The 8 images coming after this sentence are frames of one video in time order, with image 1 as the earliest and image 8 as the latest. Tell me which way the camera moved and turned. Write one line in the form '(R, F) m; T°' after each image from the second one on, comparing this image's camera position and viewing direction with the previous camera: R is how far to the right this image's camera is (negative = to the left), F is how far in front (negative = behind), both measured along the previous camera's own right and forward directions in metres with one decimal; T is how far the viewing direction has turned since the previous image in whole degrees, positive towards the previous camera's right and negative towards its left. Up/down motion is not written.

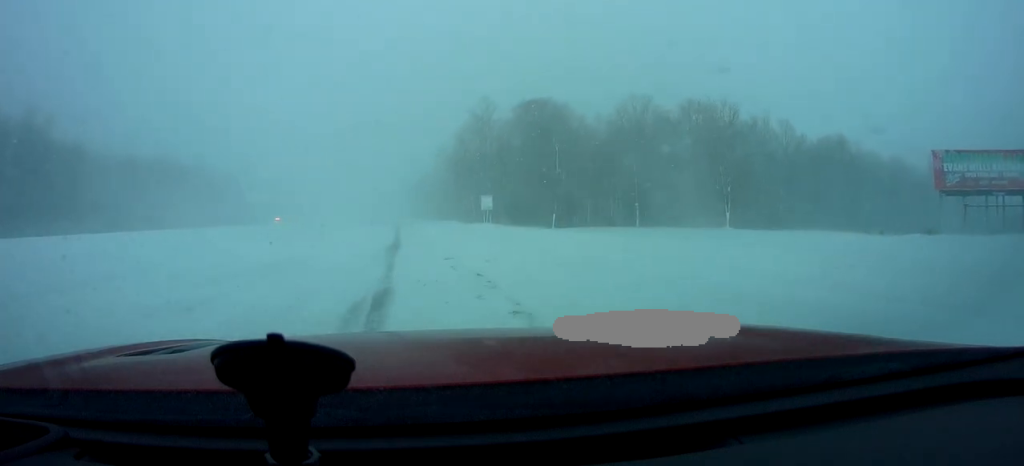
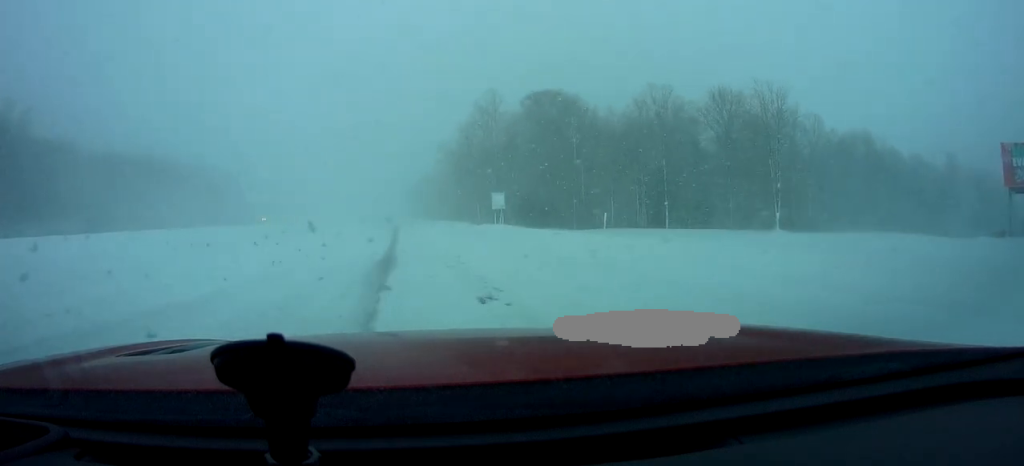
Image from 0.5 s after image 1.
(0.0, +6.1) m; 0°
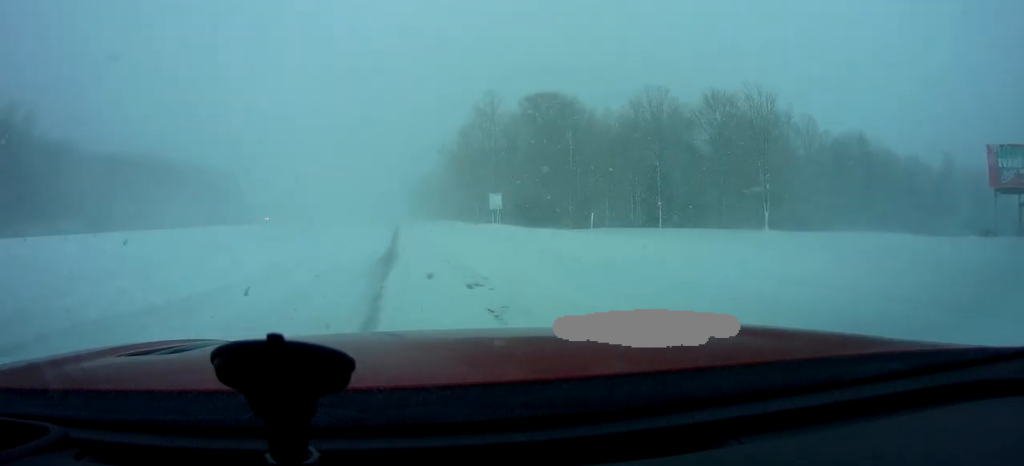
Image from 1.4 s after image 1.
(0.0, +11.0) m; 0°
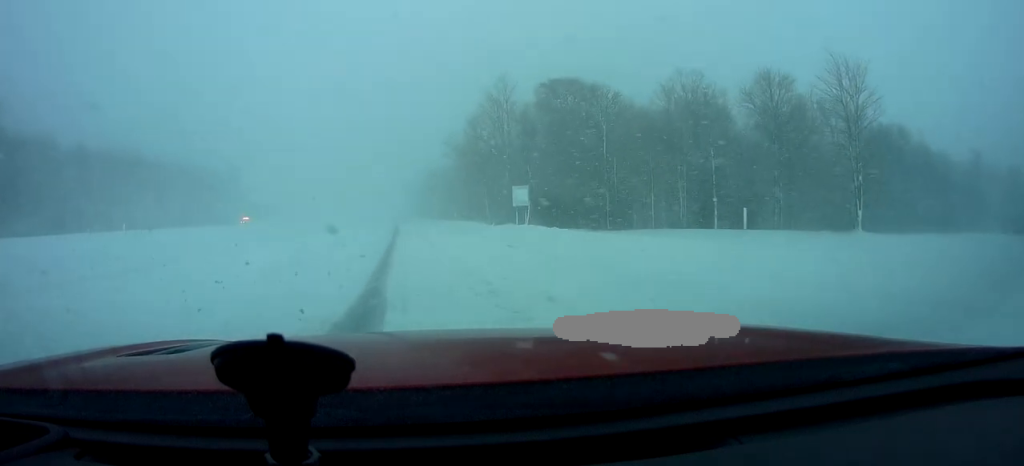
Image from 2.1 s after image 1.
(0.0, +9.1) m; 0°
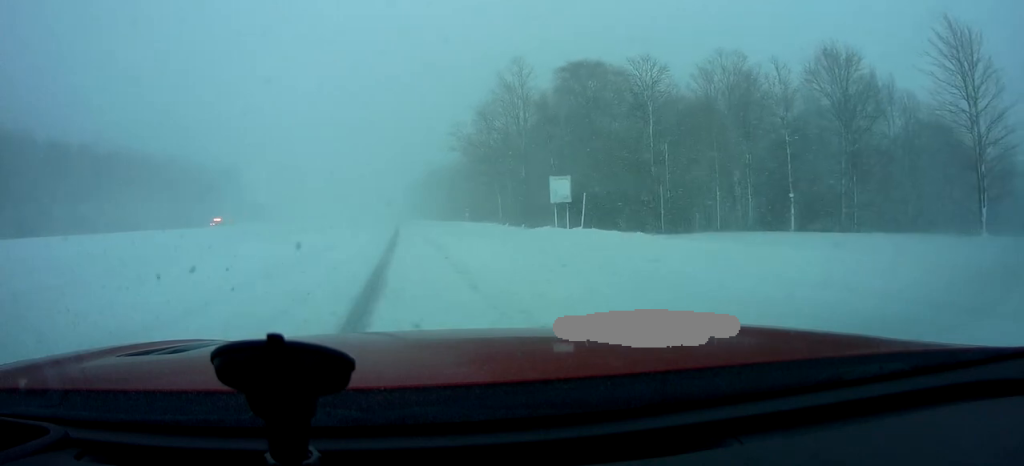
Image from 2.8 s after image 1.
(0.0, +9.1) m; 0°
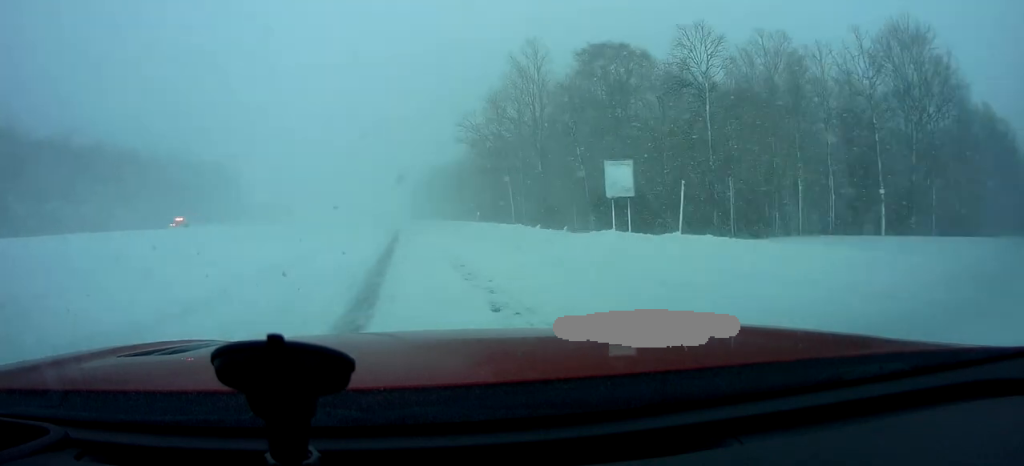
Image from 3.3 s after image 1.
(+0.1, +8.2) m; -1°
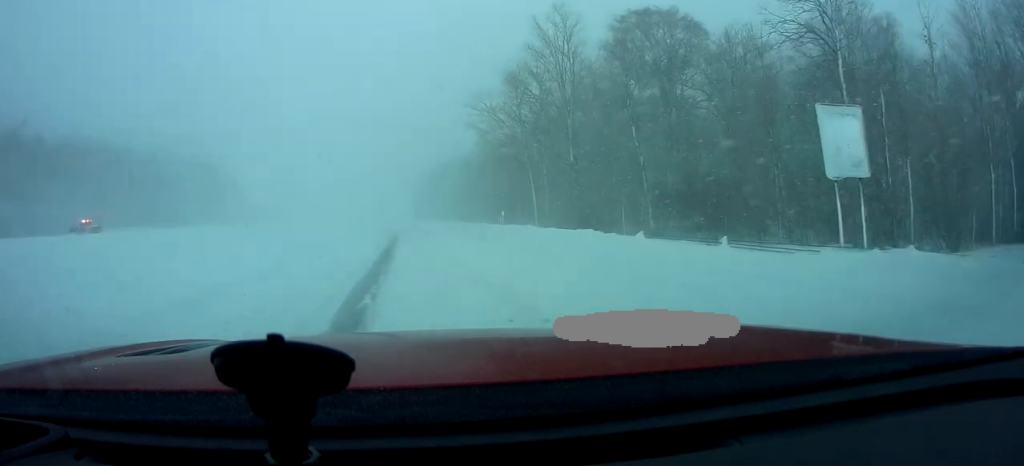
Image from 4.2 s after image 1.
(-0.2, +12.4) m; -1°
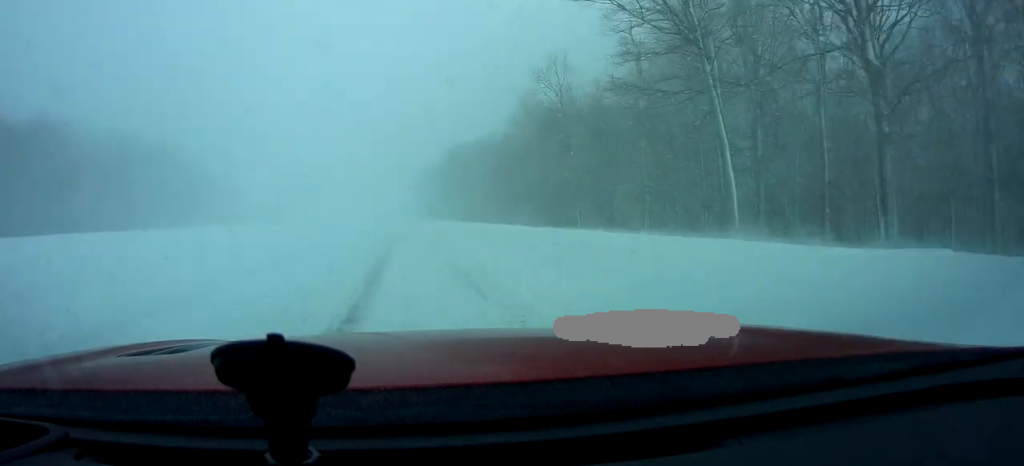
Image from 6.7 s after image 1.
(-0.5, +39.3) m; +1°
